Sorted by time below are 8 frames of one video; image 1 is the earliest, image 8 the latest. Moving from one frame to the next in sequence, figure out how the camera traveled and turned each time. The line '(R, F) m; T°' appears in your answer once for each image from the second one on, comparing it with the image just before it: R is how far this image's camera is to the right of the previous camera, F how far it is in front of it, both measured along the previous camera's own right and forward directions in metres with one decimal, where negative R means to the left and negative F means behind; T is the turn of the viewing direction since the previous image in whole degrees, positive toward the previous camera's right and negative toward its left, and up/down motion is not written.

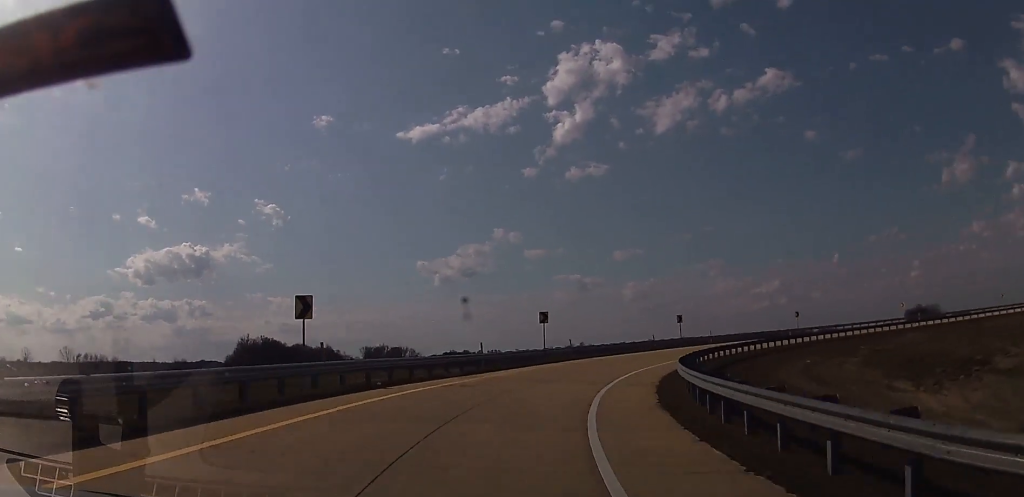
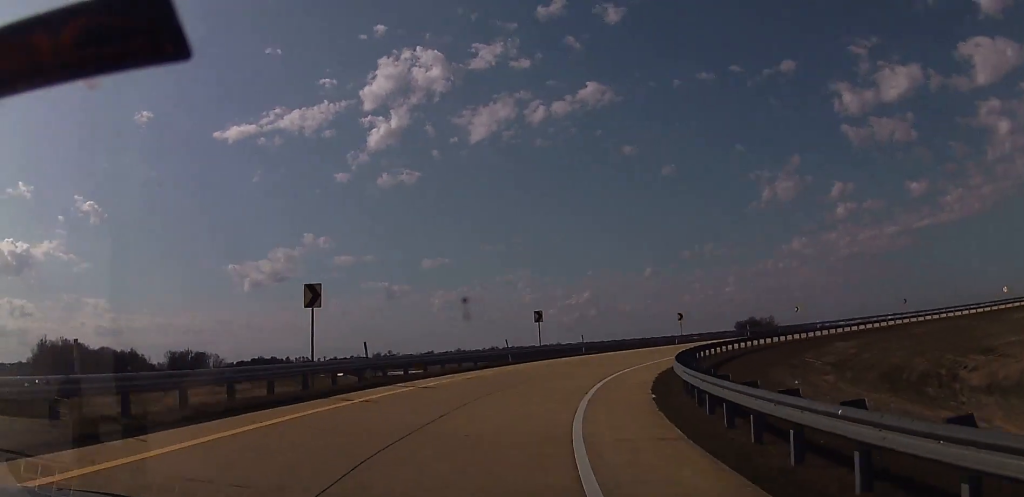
(+0.1, +24.3) m; +6°
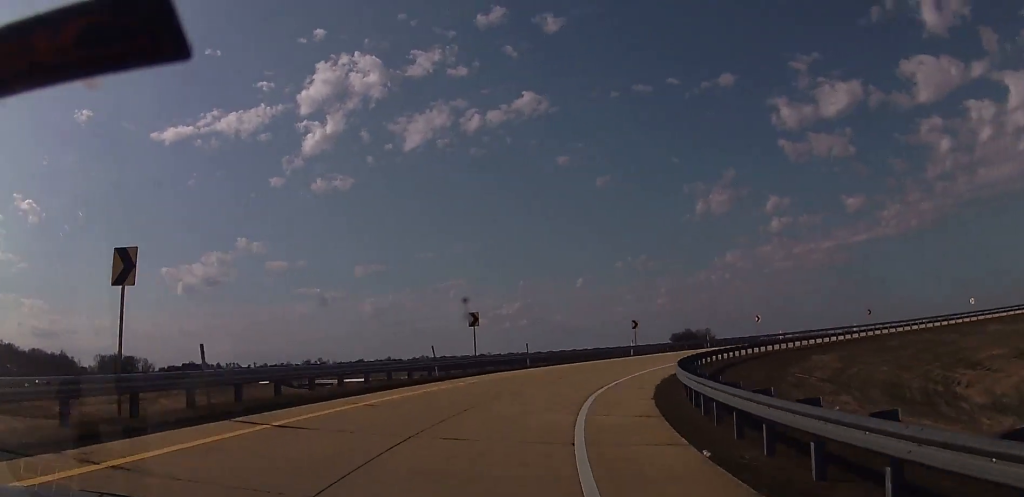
(-0.9, +8.9) m; +8°
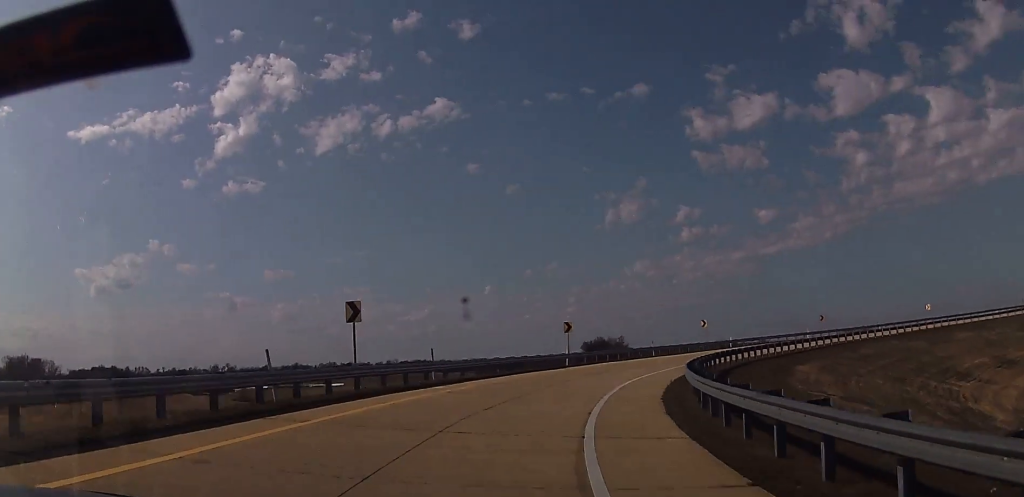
(+2.7, +11.9) m; +14°
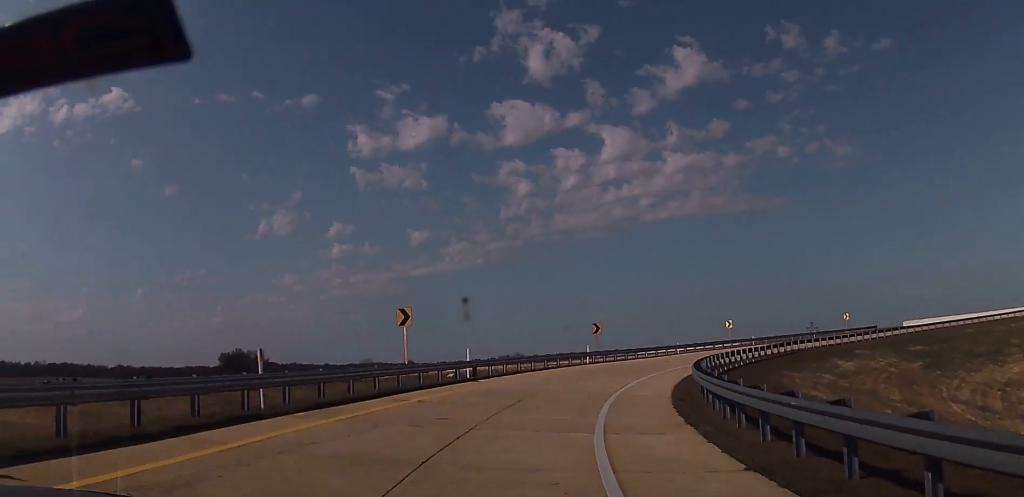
(+13.3, +39.8) m; +33°
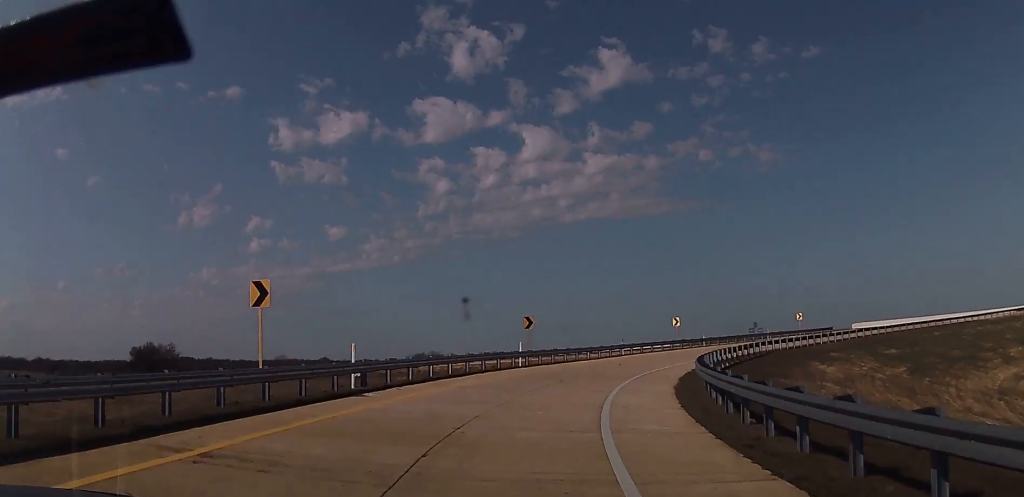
(+0.6, +10.1) m; +5°
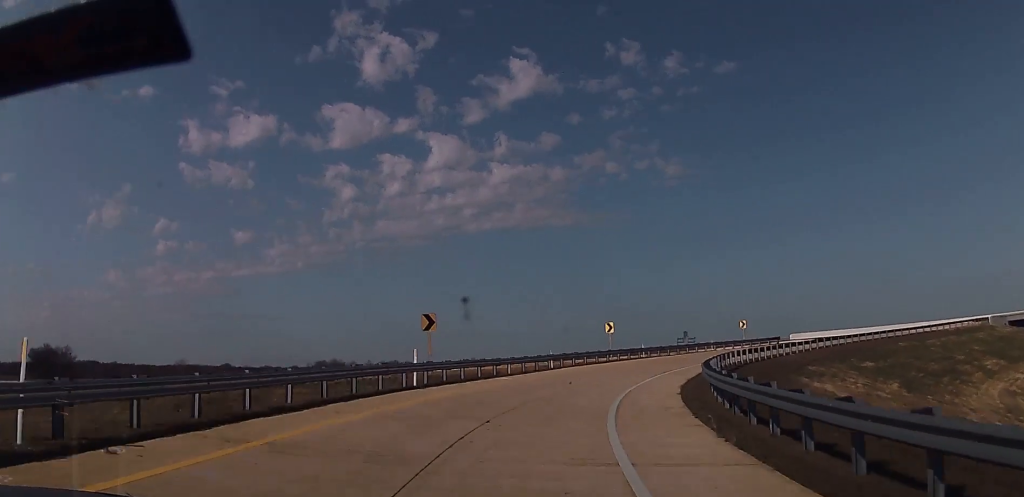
(+0.6, +11.8) m; +6°
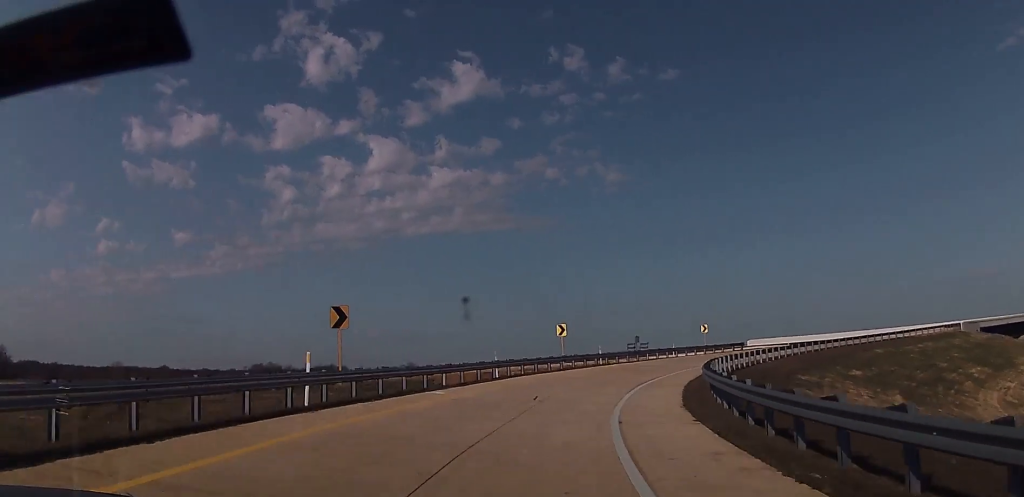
(-0.2, +7.3) m; +4°
